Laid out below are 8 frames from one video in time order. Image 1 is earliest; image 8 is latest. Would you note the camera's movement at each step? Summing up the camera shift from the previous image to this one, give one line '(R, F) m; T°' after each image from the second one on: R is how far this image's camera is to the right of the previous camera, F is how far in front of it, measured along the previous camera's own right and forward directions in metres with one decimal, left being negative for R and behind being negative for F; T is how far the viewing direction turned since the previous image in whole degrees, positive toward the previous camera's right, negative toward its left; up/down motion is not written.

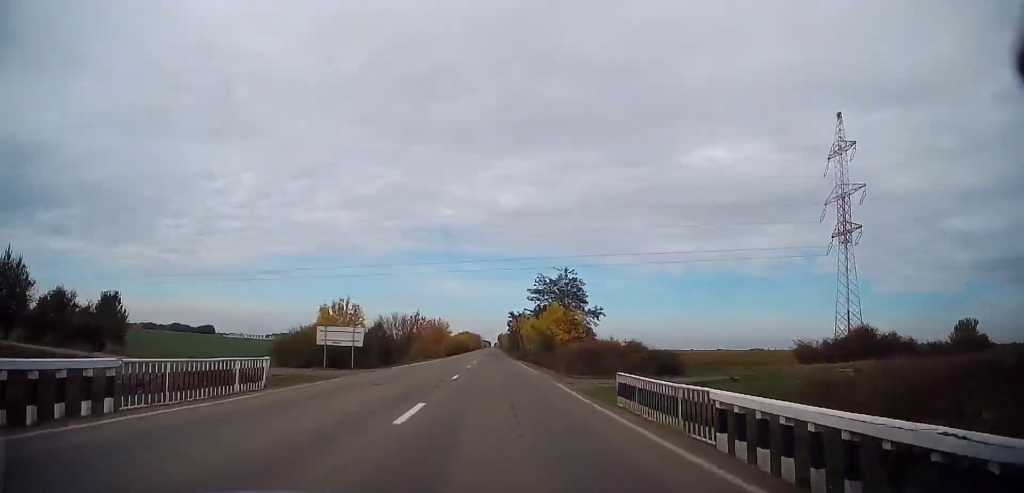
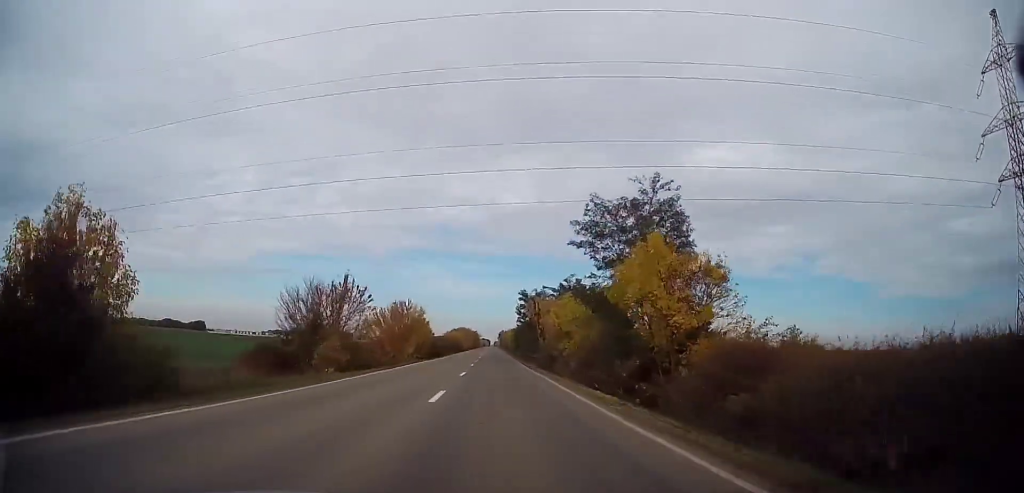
(-0.1, +31.0) m; 0°
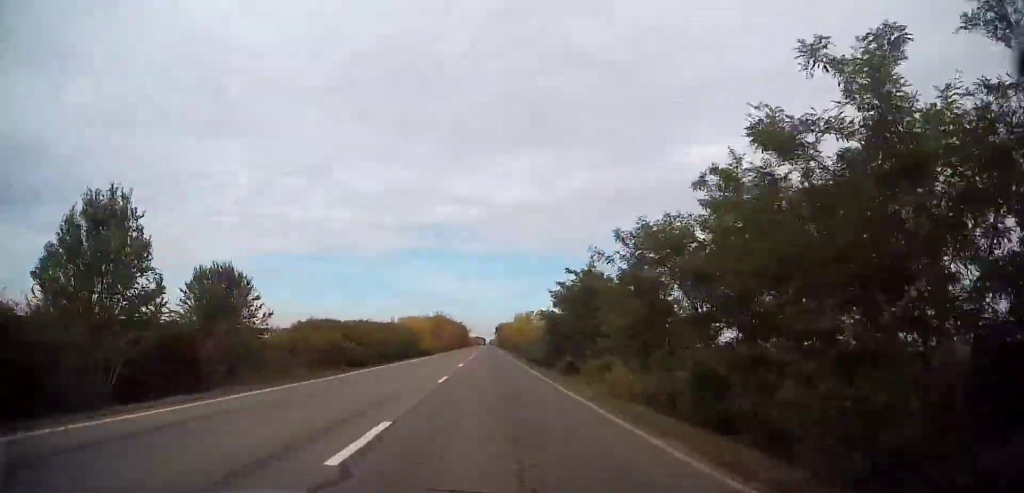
(+0.4, +63.5) m; +1°
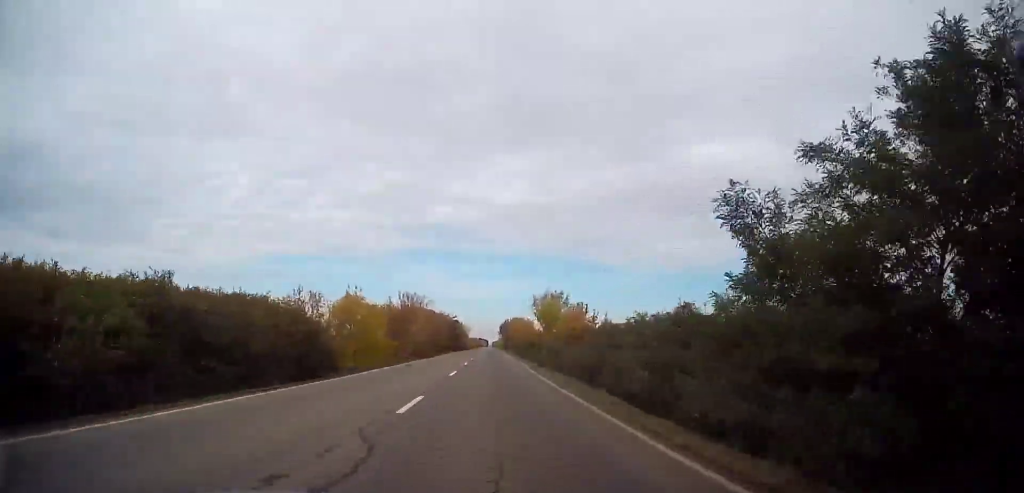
(0.0, +30.0) m; 0°
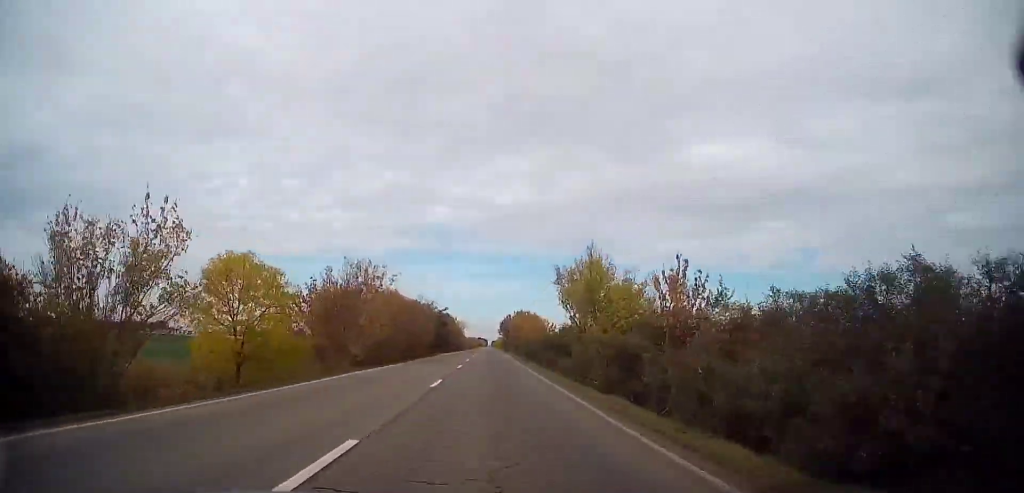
(0.0, +17.4) m; 0°
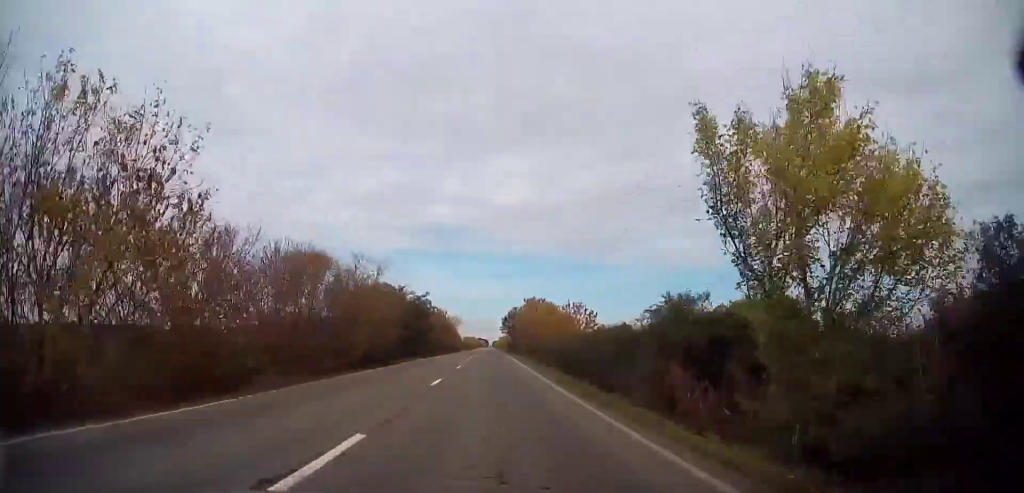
(0.0, +22.2) m; -1°
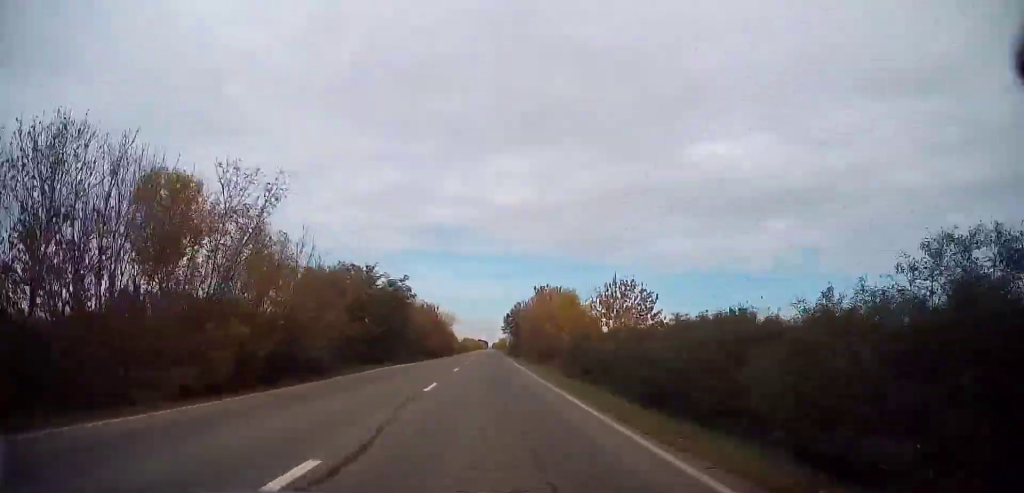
(-0.1, +12.9) m; 0°
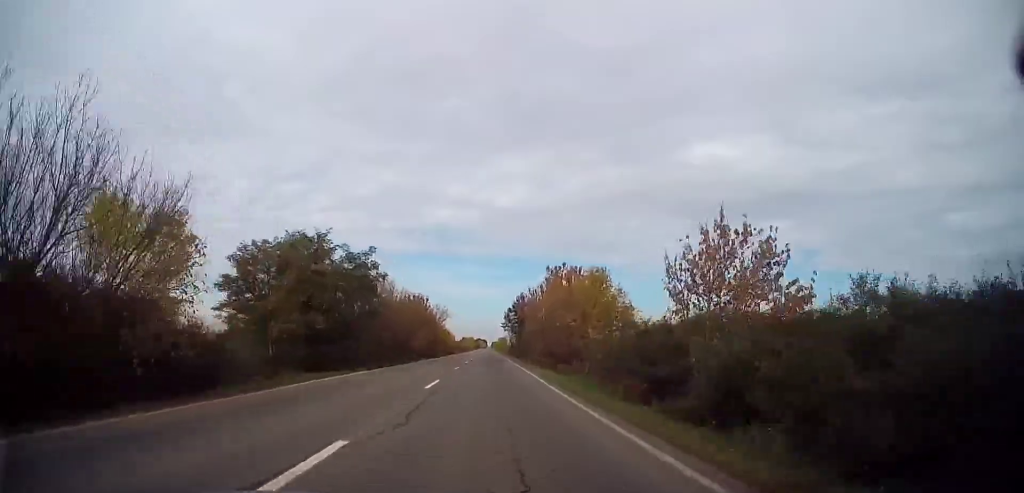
(-0.2, +10.4) m; 0°
